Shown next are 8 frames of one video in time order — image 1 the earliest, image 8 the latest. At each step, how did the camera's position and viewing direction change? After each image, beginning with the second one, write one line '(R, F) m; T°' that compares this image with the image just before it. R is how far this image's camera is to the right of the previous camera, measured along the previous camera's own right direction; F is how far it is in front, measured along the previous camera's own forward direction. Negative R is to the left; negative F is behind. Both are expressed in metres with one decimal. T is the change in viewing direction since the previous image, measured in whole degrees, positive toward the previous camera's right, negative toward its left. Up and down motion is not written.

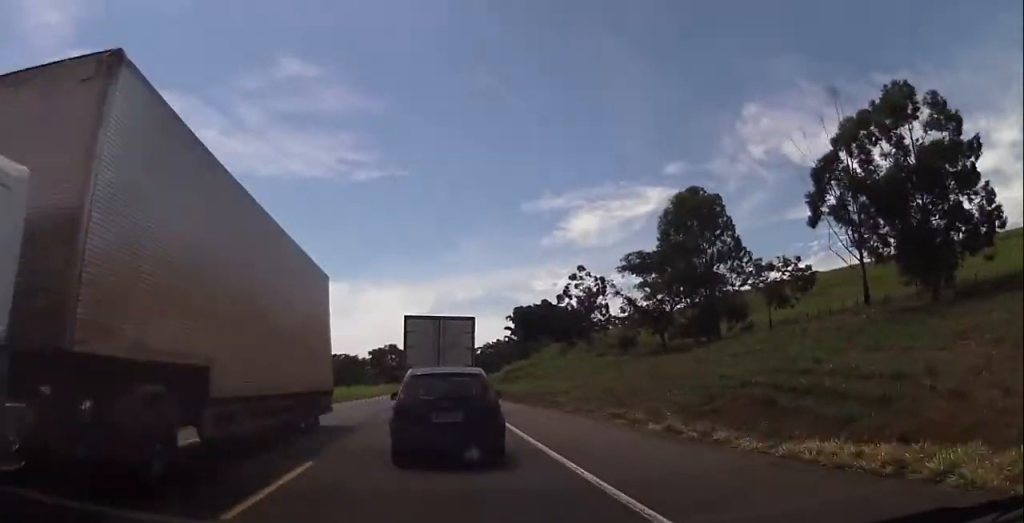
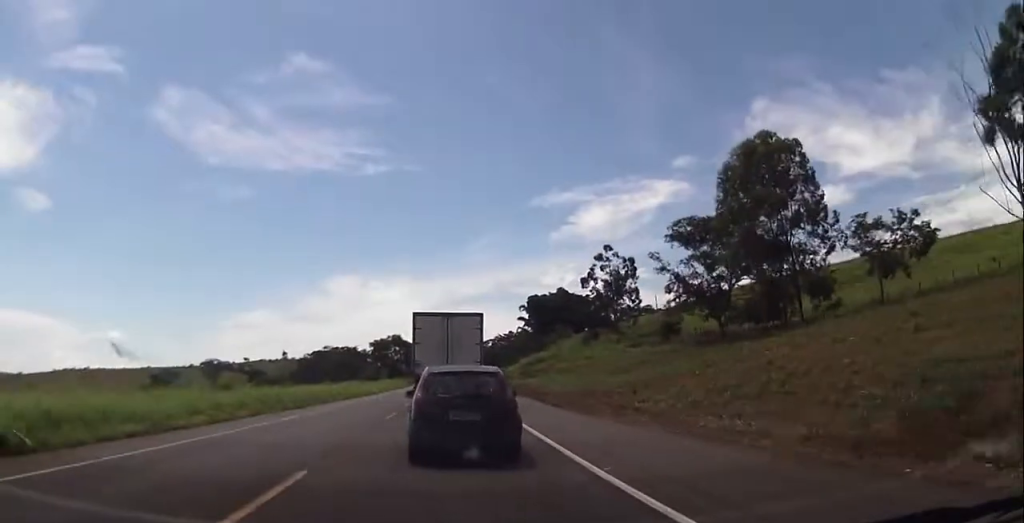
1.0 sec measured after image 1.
(-0.2, +17.7) m; -1°
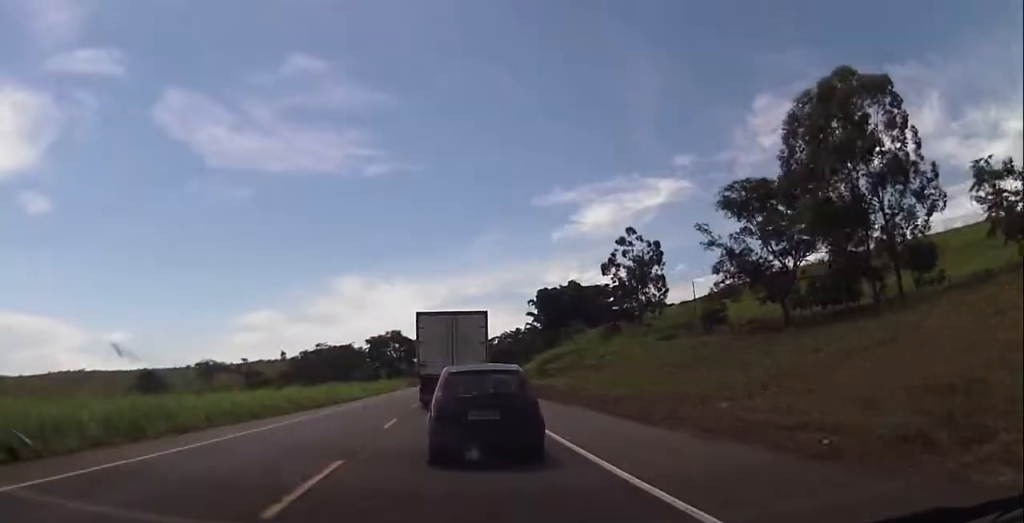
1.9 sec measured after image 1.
(-0.1, +14.9) m; 0°
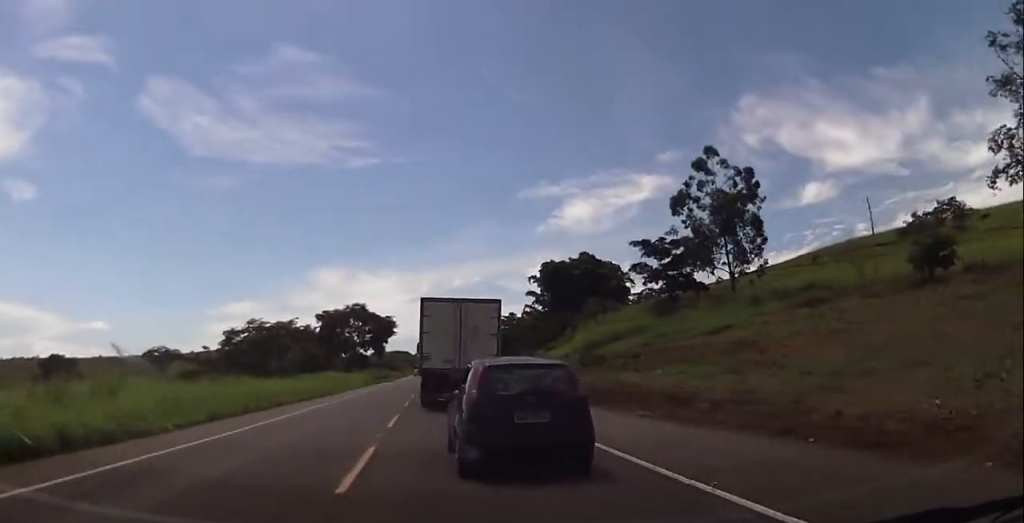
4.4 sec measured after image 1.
(-0.2, +43.9) m; 0°
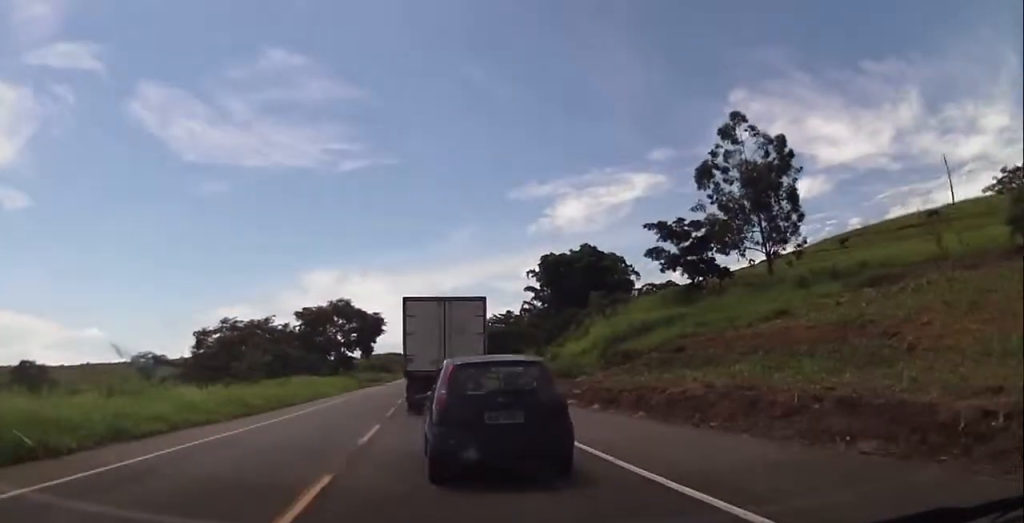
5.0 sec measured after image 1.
(0.0, +11.2) m; +1°
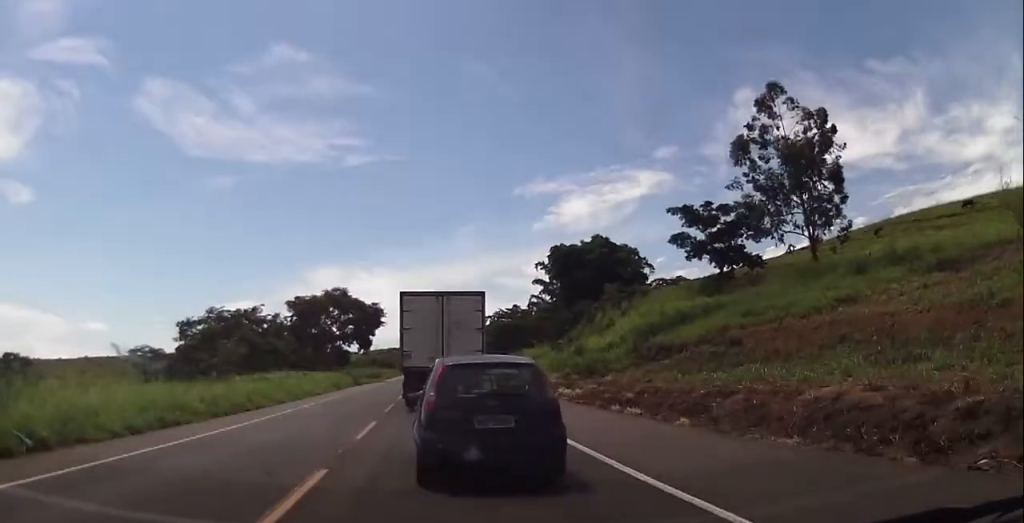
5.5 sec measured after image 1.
(+0.1, +8.1) m; +1°
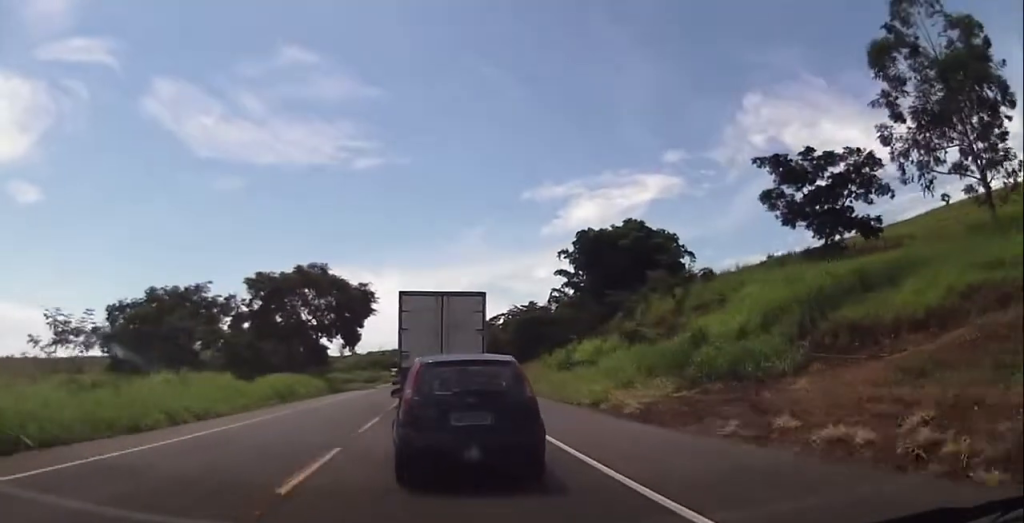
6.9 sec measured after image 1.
(+0.3, +22.8) m; 0°
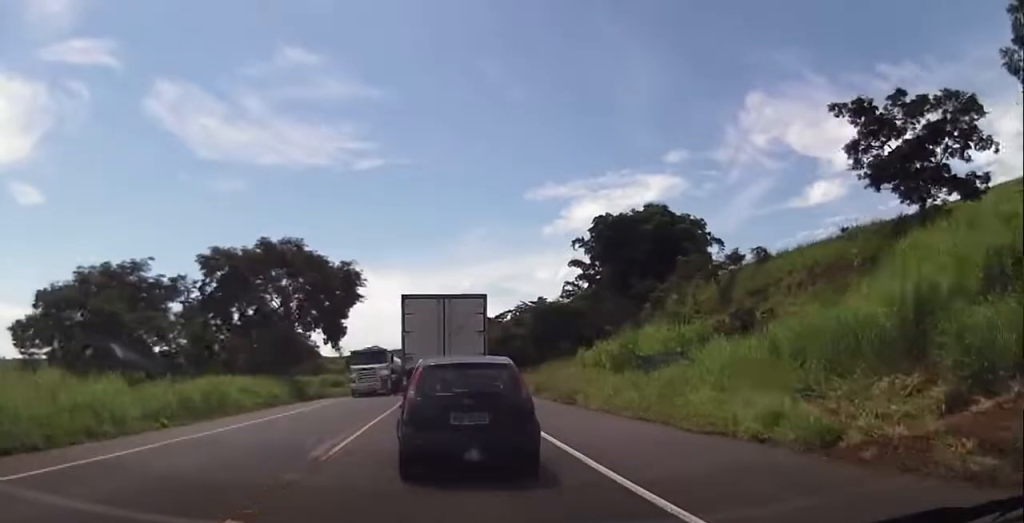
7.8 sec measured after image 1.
(-0.1, +14.4) m; 0°
